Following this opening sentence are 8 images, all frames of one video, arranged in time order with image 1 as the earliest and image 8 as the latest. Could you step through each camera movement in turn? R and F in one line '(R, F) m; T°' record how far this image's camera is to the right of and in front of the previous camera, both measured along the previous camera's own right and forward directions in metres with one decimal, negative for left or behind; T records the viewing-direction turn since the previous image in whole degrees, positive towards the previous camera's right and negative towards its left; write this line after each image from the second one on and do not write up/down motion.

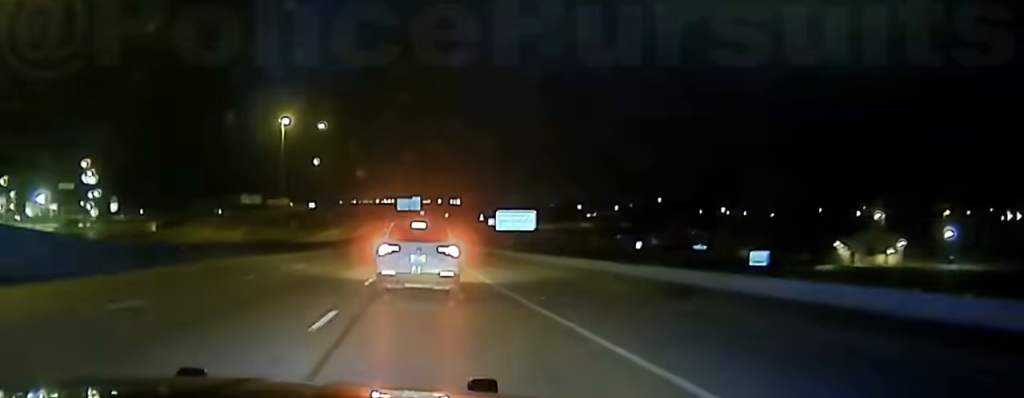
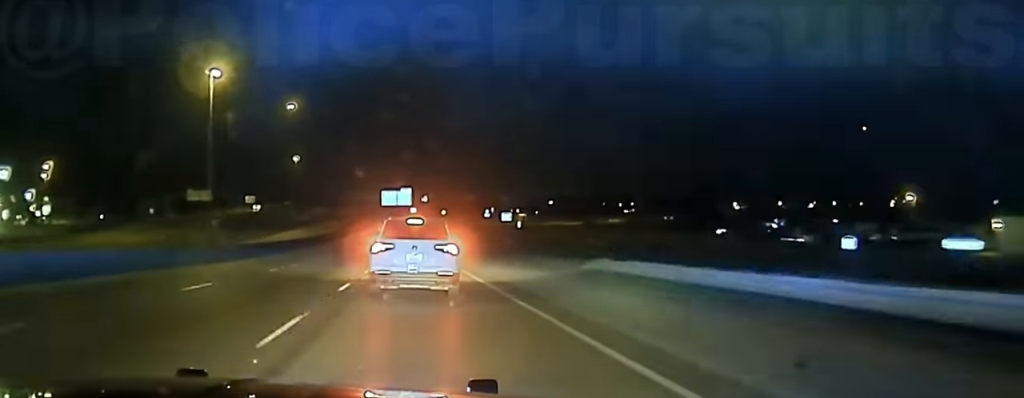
(+0.3, +71.0) m; +1°
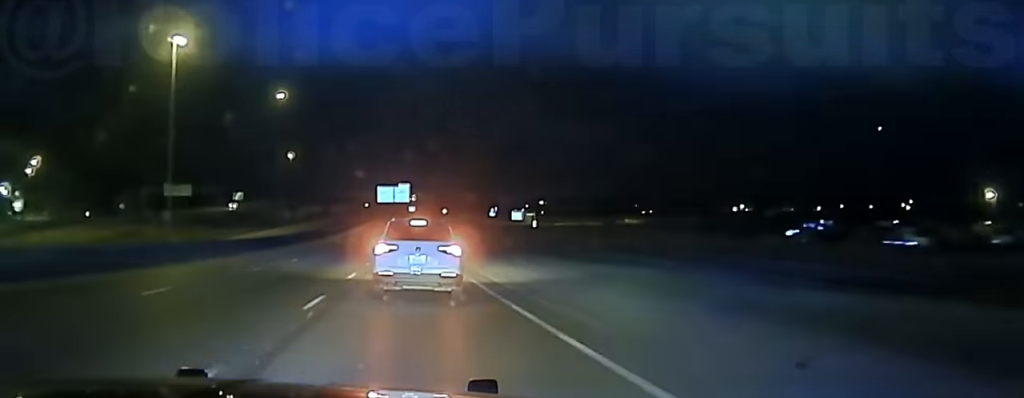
(0.0, +26.1) m; 0°
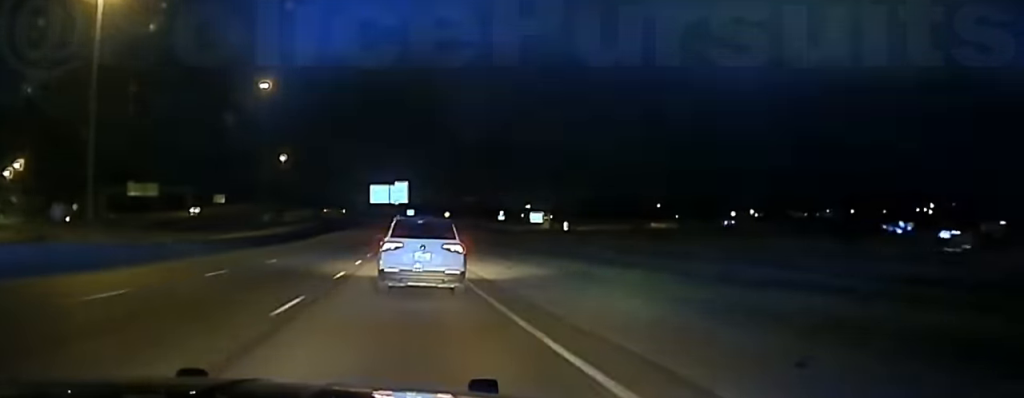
(+0.3, +32.8) m; +1°
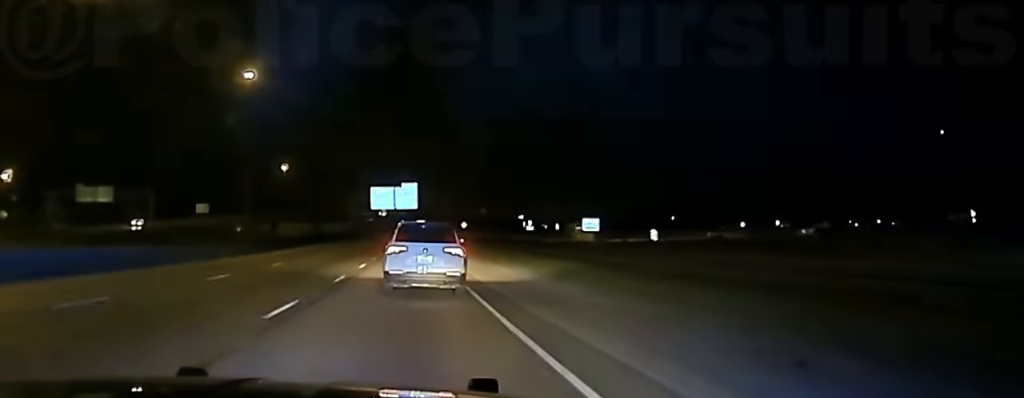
(+0.3, +45.5) m; 0°
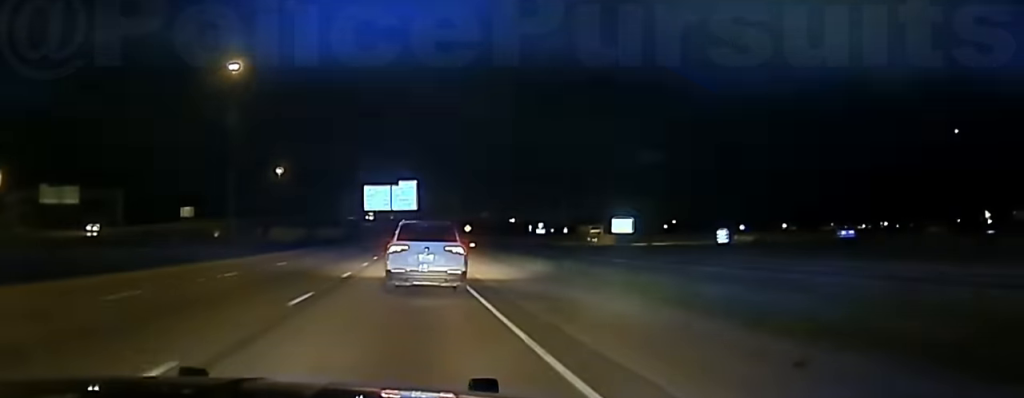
(0.0, +19.9) m; 0°
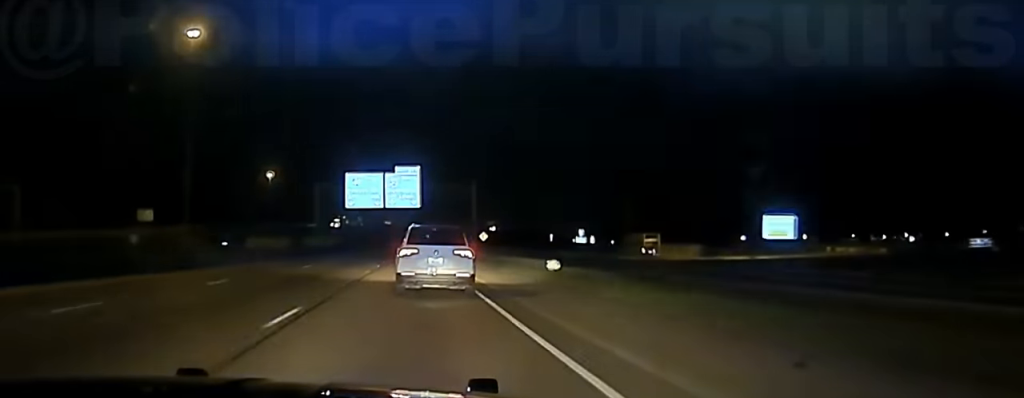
(0.0, +45.5) m; 0°
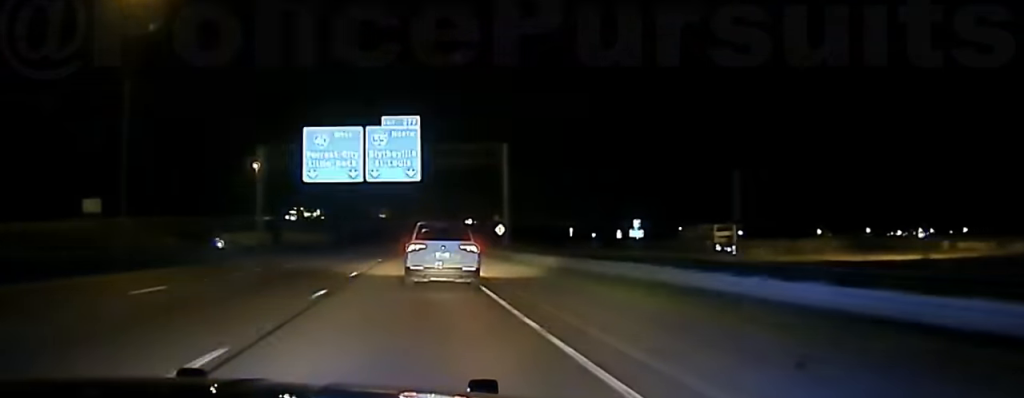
(-0.2, +39.8) m; -1°
